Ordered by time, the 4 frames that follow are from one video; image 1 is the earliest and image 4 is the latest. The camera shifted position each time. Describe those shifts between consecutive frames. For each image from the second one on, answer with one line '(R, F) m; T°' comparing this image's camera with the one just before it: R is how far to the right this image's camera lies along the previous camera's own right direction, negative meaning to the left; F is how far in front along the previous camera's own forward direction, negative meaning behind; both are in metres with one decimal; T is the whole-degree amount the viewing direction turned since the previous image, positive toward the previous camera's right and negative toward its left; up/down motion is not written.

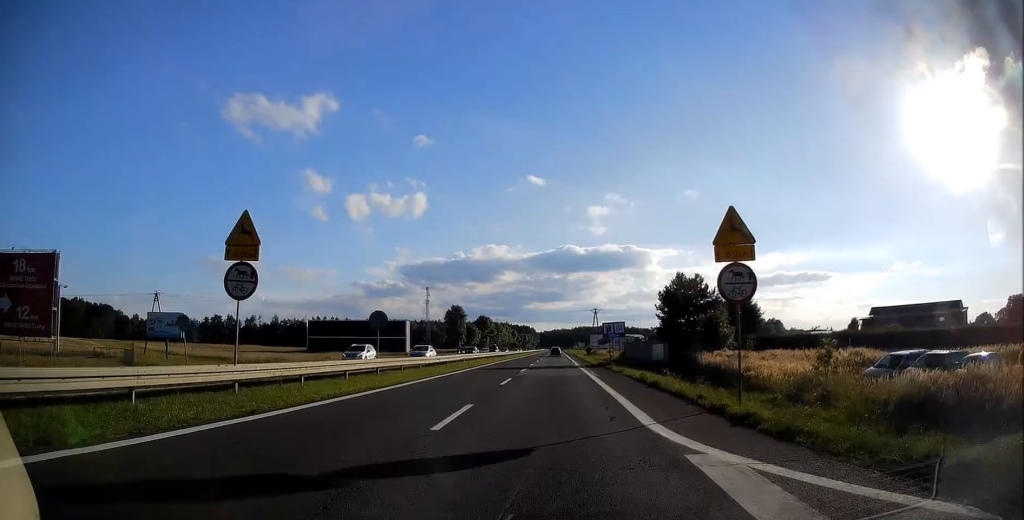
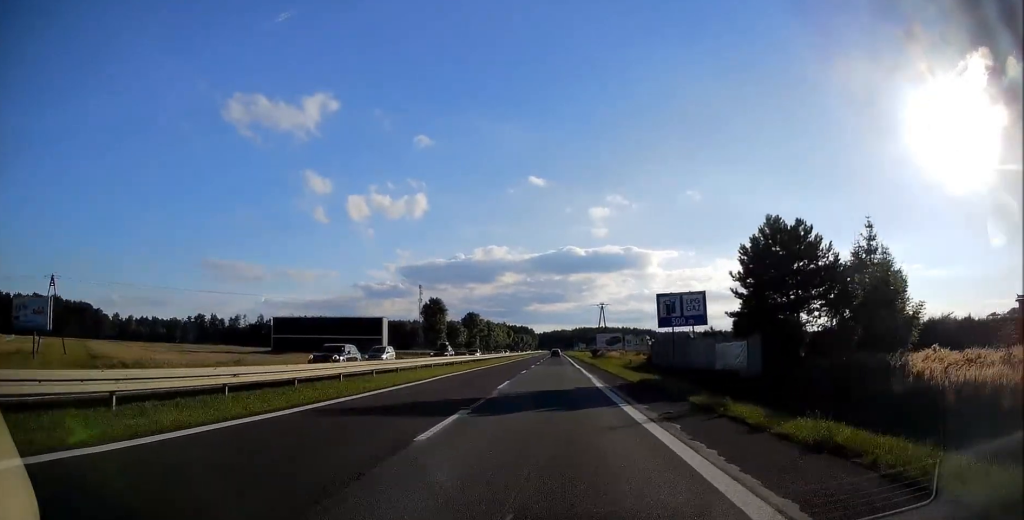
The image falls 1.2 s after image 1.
(-0.1, +24.4) m; +1°
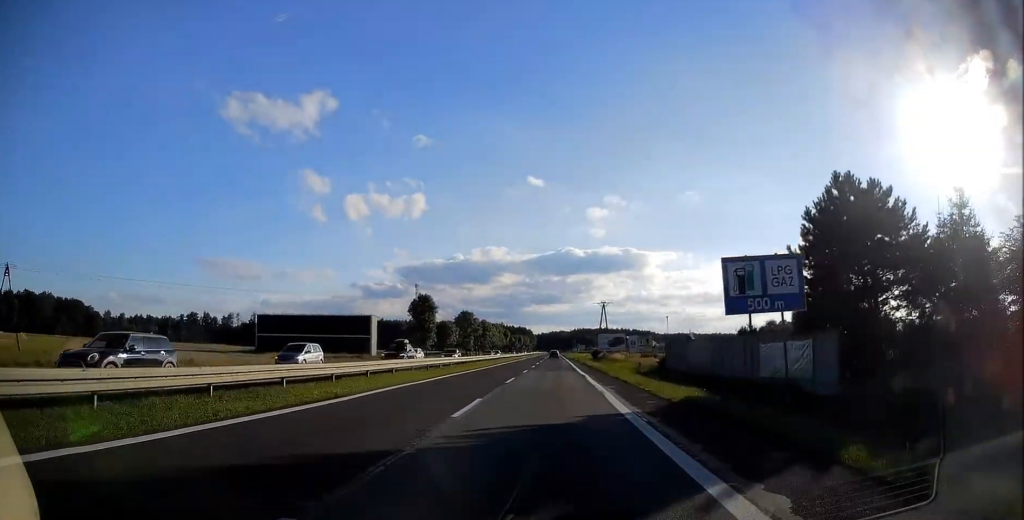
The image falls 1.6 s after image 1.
(0.0, +8.4) m; 0°
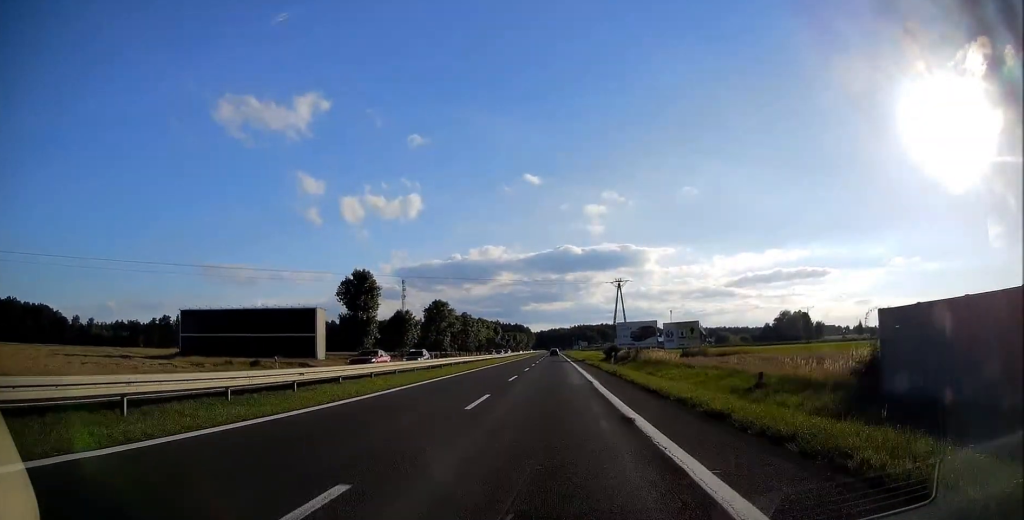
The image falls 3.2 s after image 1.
(+0.3, +34.7) m; 0°
